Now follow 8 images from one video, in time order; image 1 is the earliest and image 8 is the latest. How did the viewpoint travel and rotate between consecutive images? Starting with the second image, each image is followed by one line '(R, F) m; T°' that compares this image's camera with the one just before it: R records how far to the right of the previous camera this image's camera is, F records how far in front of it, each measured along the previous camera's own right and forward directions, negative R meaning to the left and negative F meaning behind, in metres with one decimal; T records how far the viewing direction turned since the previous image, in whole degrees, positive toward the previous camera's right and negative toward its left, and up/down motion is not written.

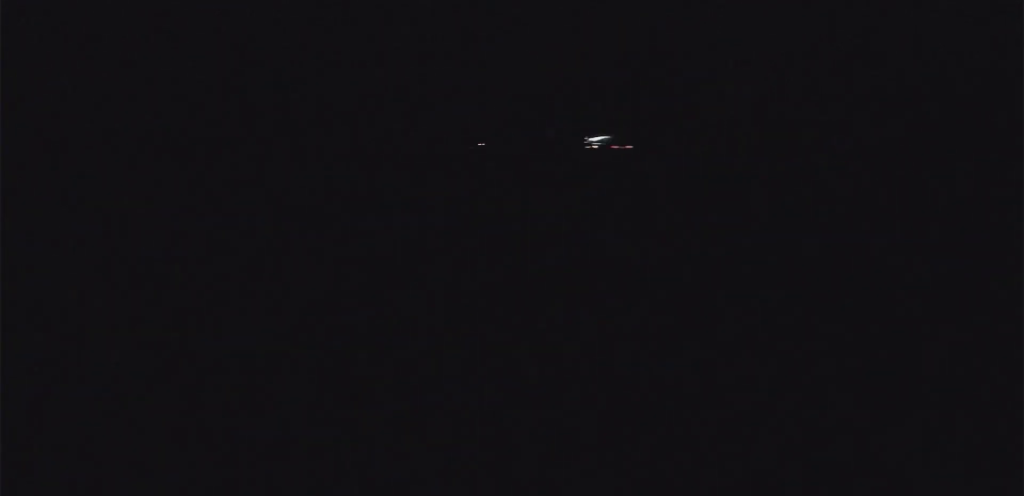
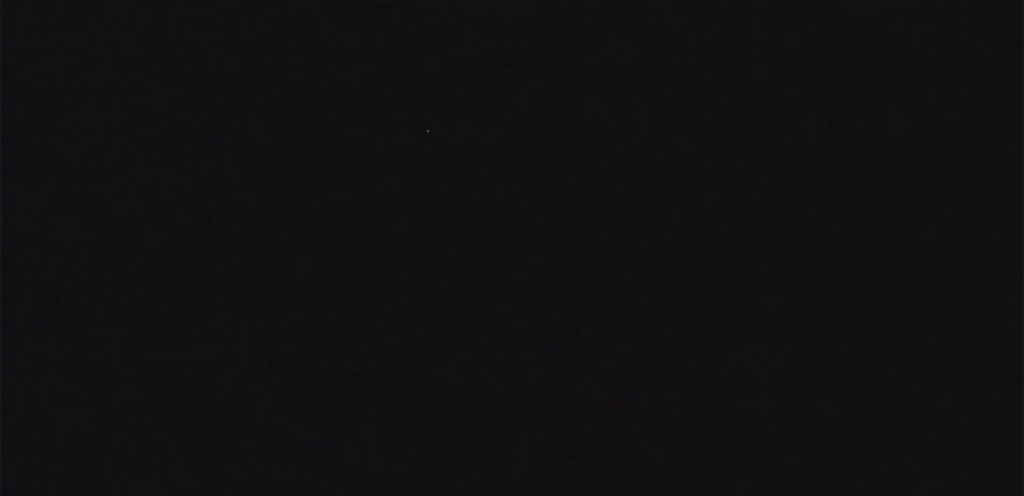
(+0.9, +107.4) m; -2°
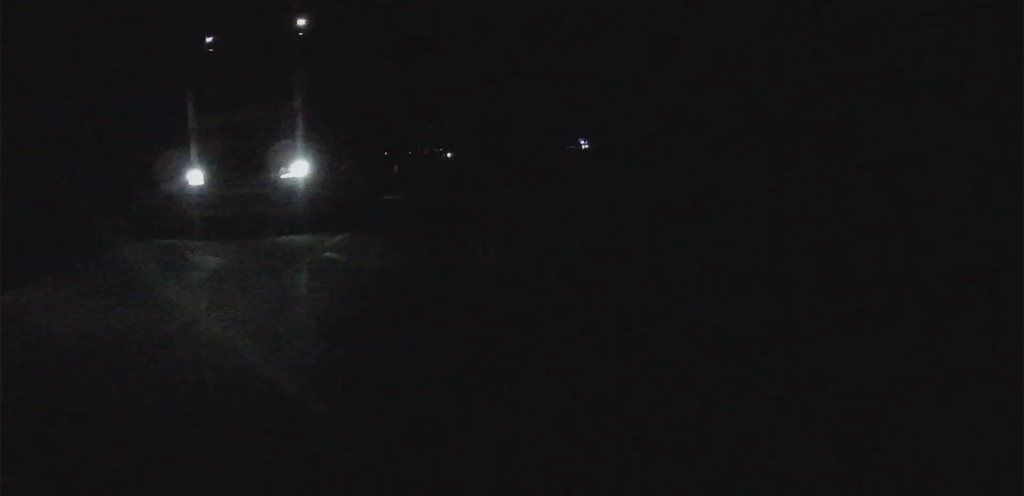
(-15.4, +276.3) m; -4°
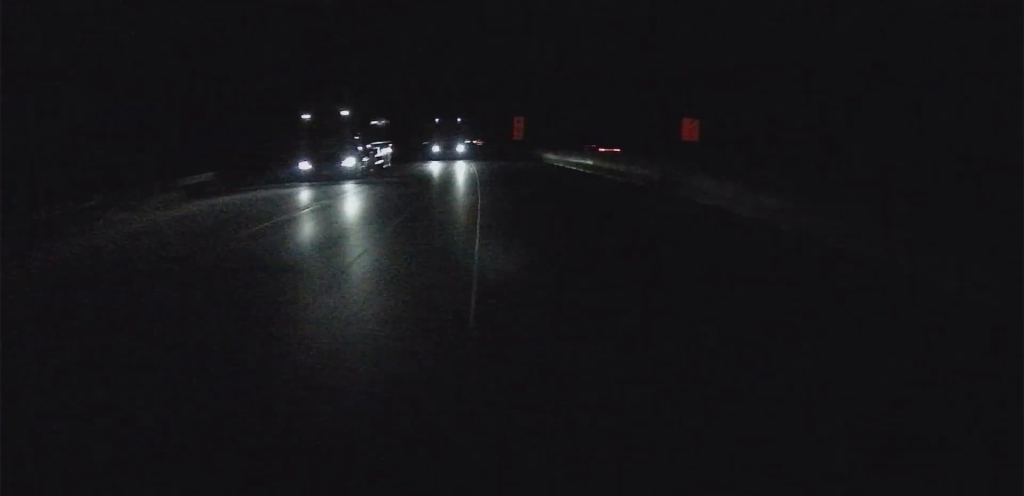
(+20.9, +351.9) m; +11°
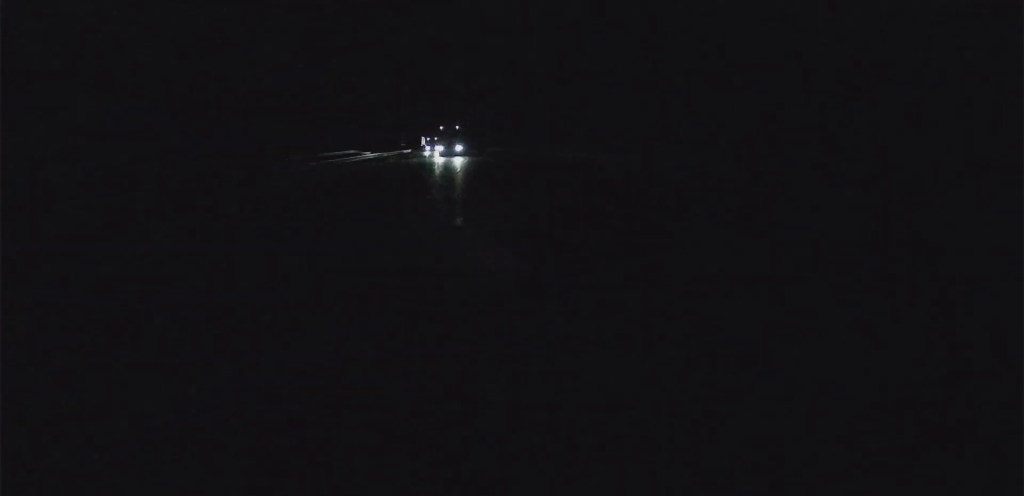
(+7.5, +113.3) m; +5°
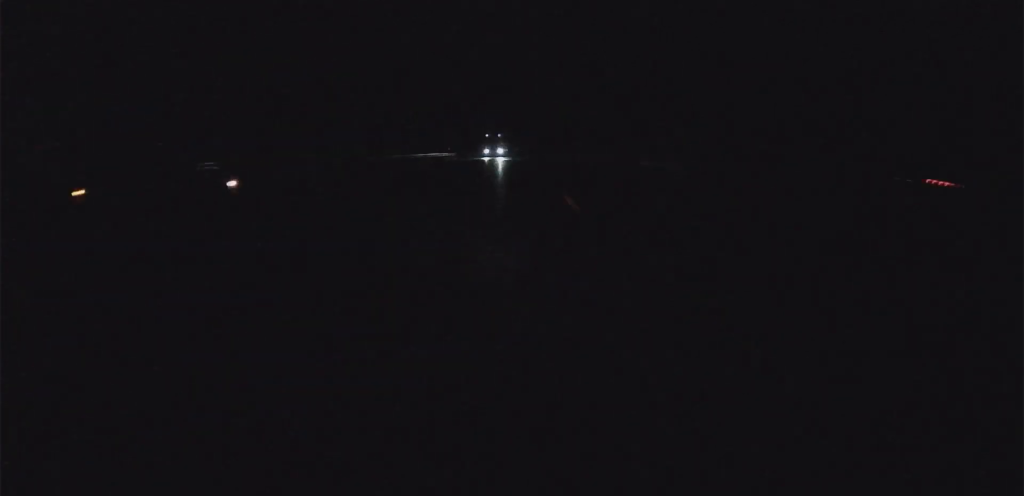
(+7.8, +131.4) m; +4°
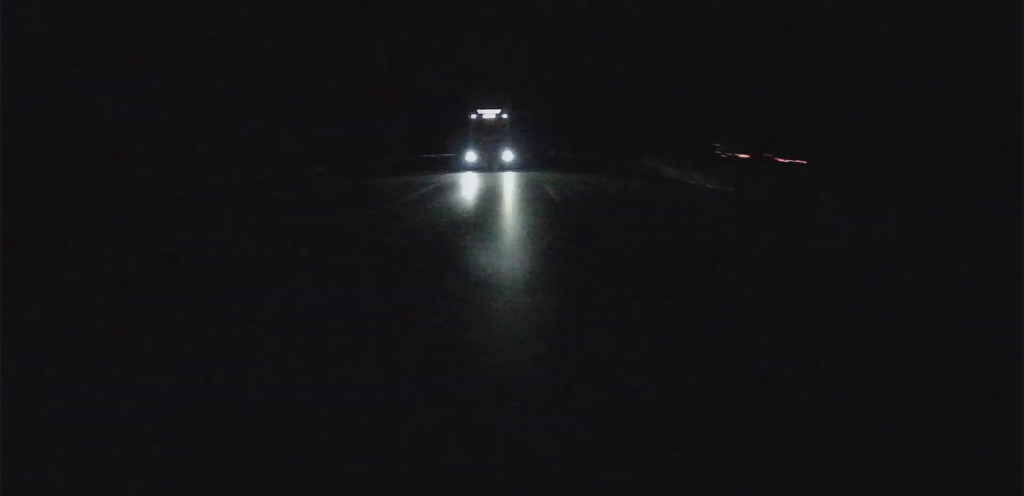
(+6.1, +155.0) m; +1°
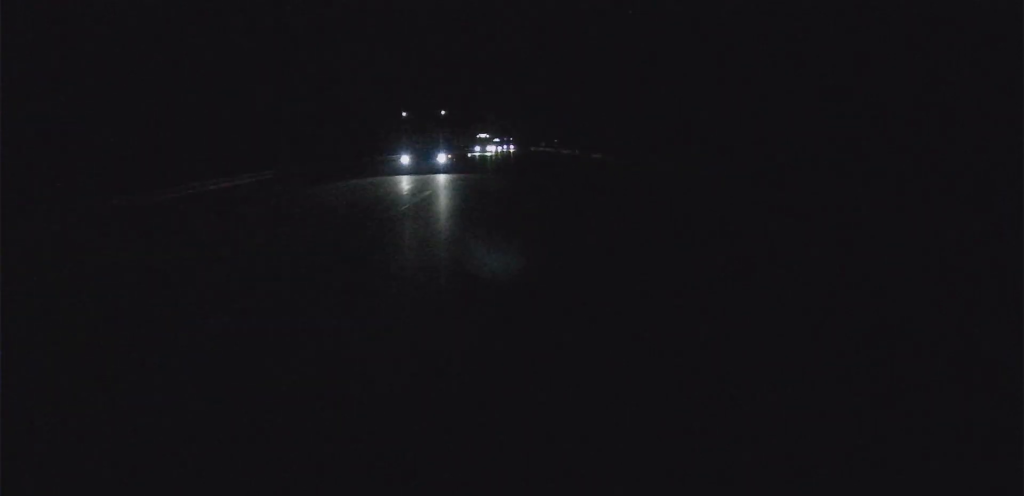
(-202.5, +694.5) m; -28°
